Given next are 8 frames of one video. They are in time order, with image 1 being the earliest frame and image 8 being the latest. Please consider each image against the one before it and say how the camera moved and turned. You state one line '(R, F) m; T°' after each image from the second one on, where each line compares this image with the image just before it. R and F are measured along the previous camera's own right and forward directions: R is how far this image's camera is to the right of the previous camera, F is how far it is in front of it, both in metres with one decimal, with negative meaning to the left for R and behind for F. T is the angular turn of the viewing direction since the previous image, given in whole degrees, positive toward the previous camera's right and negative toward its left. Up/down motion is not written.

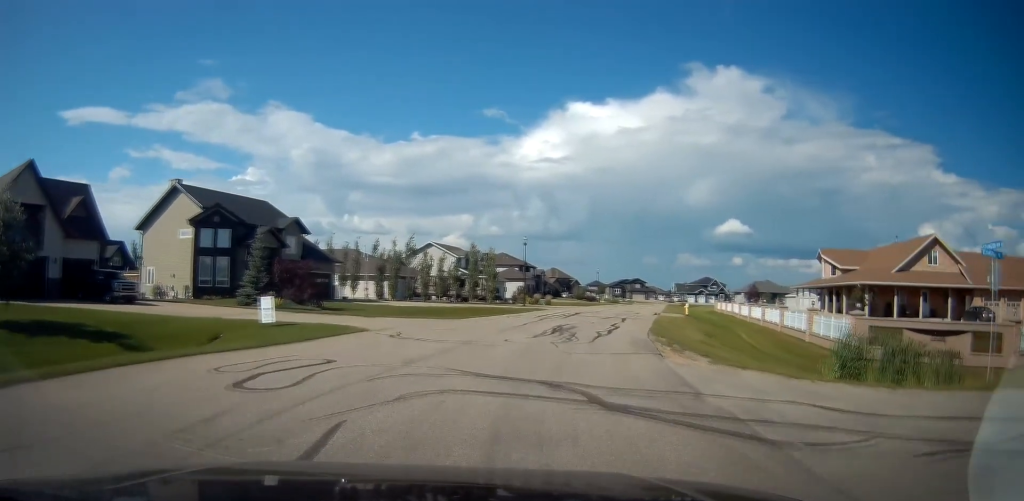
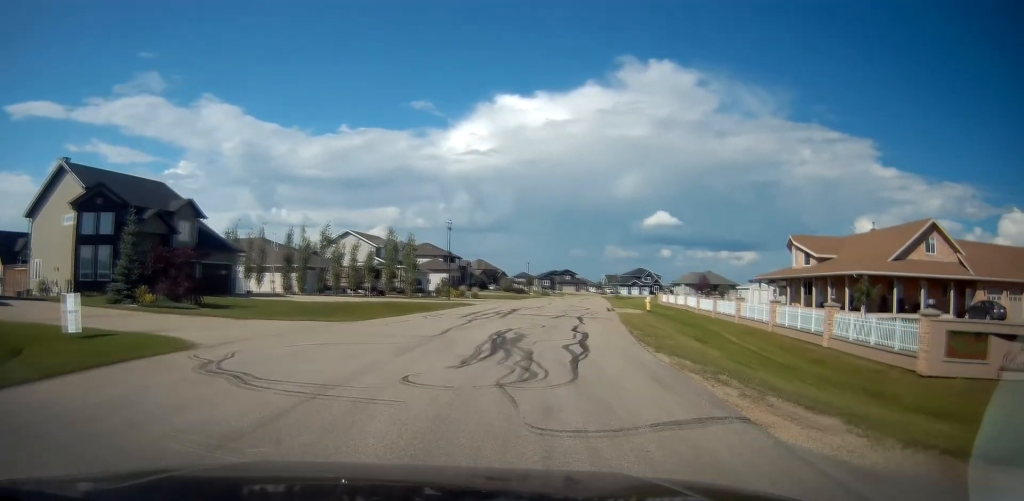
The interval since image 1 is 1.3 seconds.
(+0.8, +7.9) m; +9°
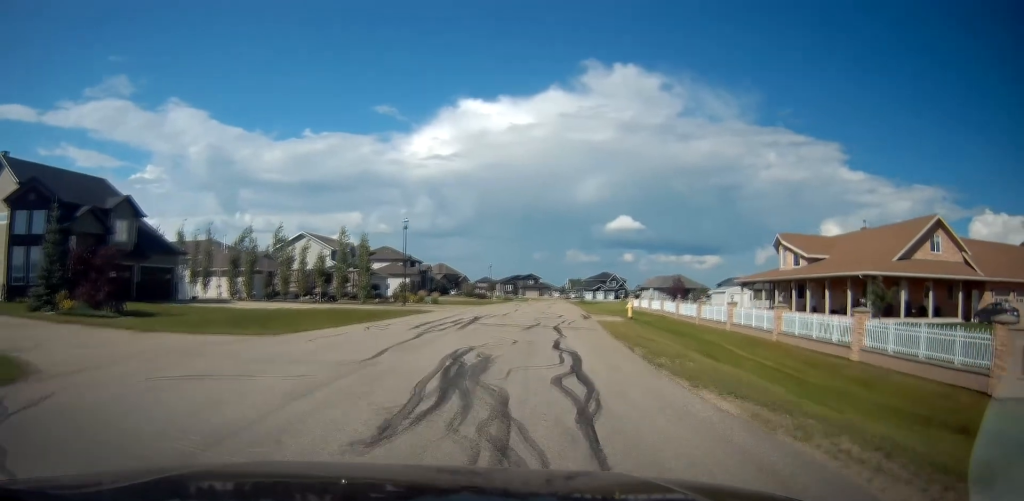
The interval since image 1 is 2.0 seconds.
(+0.1, +4.4) m; +3°
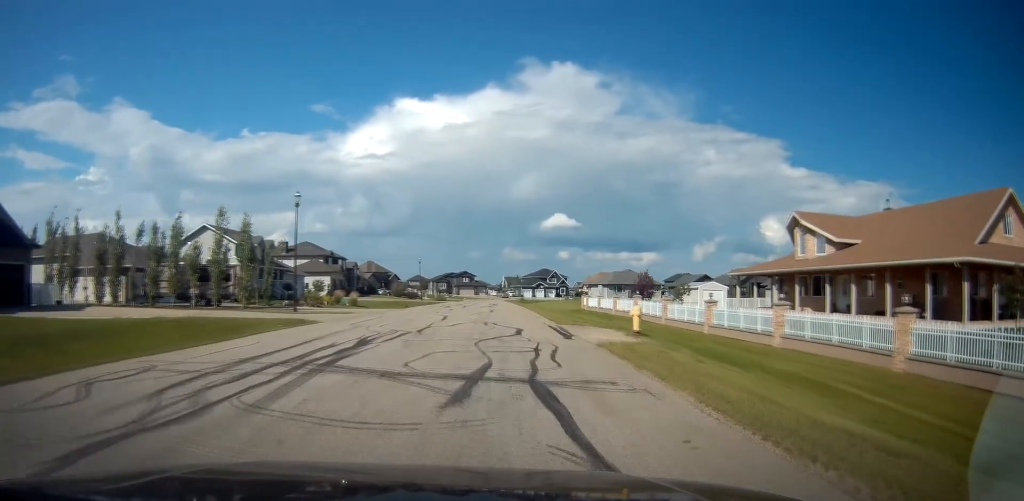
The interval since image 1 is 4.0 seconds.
(+0.9, +12.7) m; +6°
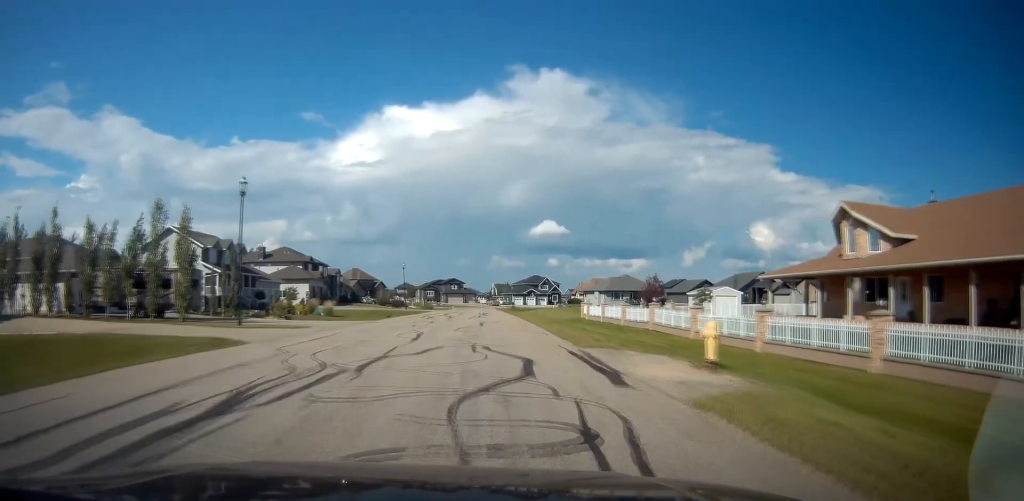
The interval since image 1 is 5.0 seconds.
(0.0, +7.1) m; 0°
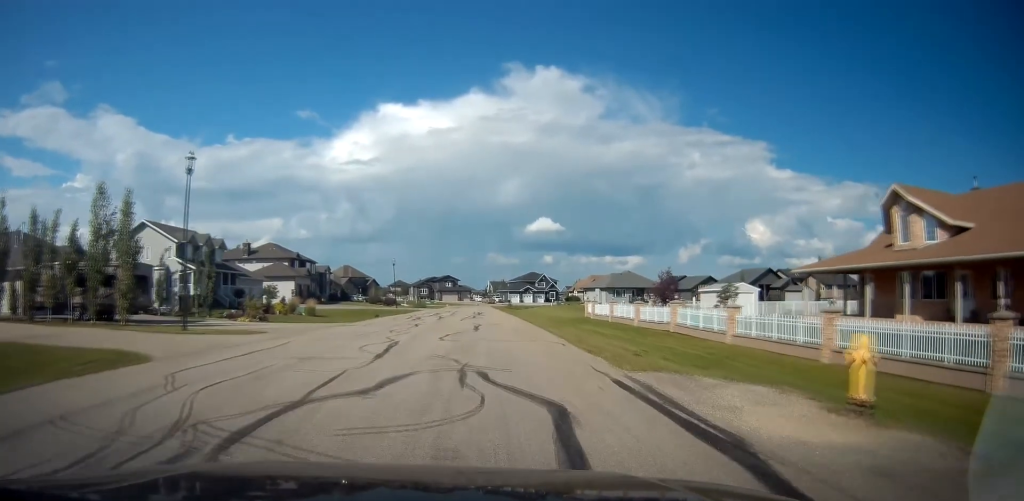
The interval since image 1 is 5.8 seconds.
(0.0, +5.4) m; 0°
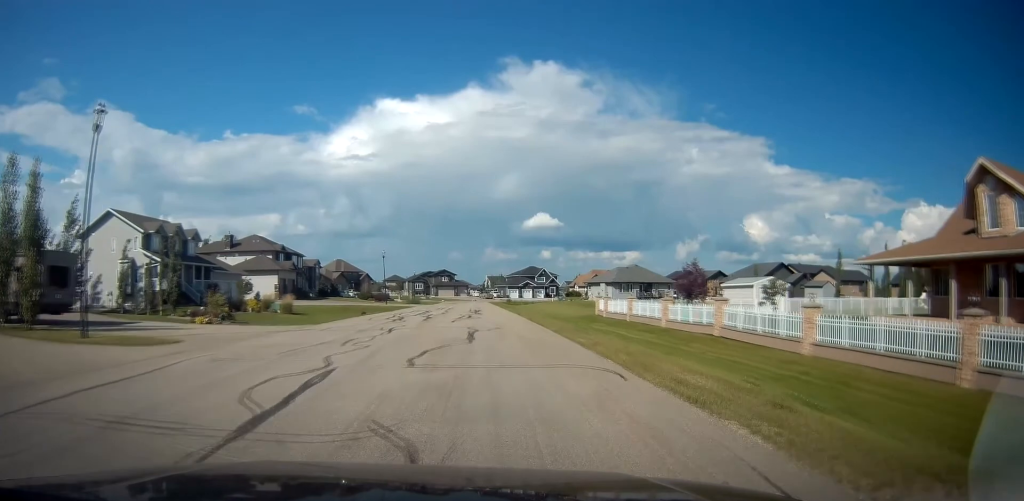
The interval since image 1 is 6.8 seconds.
(0.0, +6.9) m; -1°
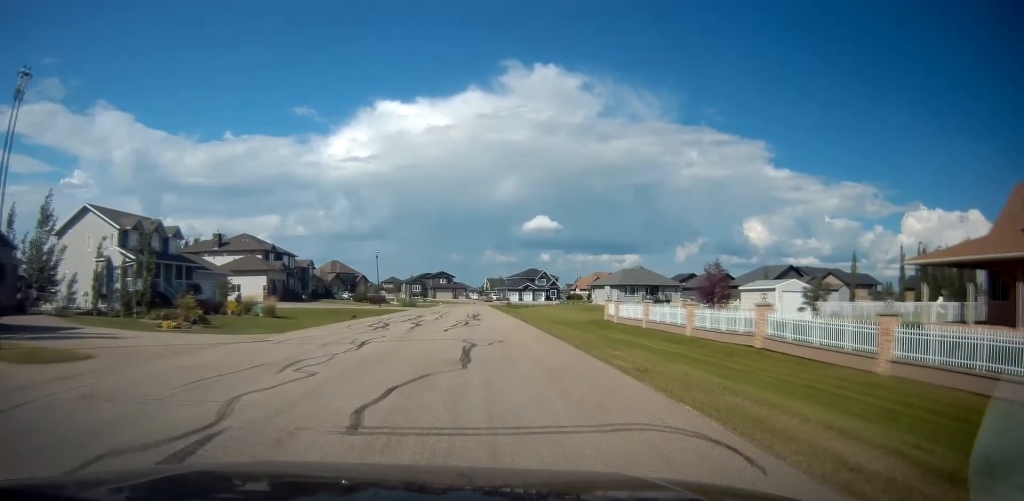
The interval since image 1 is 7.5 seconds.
(-0.1, +4.4) m; 0°
